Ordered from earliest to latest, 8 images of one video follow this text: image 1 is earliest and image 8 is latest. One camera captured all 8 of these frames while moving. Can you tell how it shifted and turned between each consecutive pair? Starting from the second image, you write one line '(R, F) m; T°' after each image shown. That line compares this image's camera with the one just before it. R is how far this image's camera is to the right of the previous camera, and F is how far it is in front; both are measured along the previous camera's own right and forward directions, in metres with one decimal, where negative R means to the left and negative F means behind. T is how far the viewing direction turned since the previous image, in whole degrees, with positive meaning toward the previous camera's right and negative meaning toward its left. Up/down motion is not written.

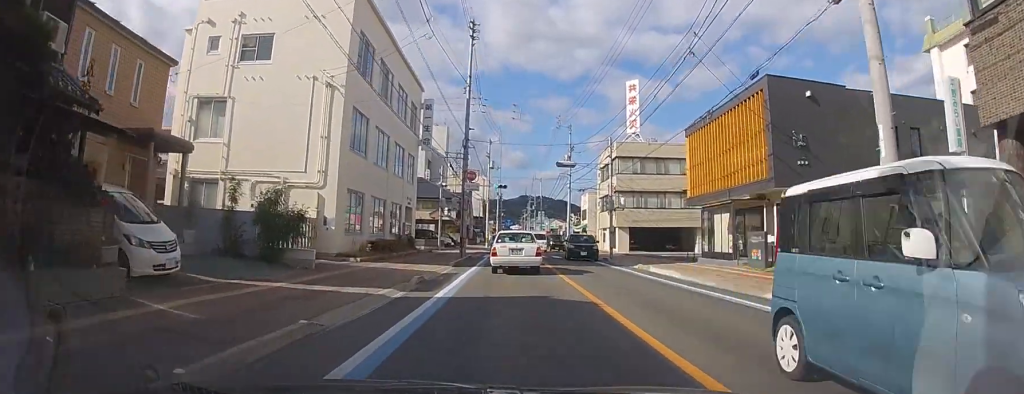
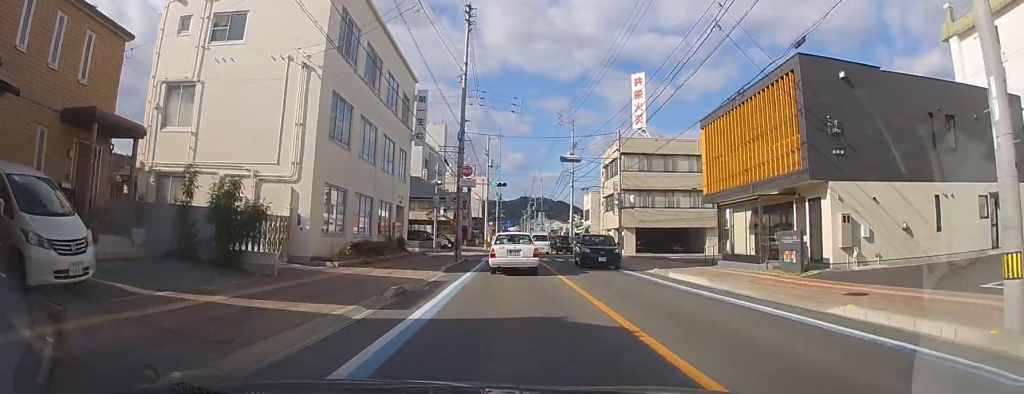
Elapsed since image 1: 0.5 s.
(-0.1, +3.0) m; -1°
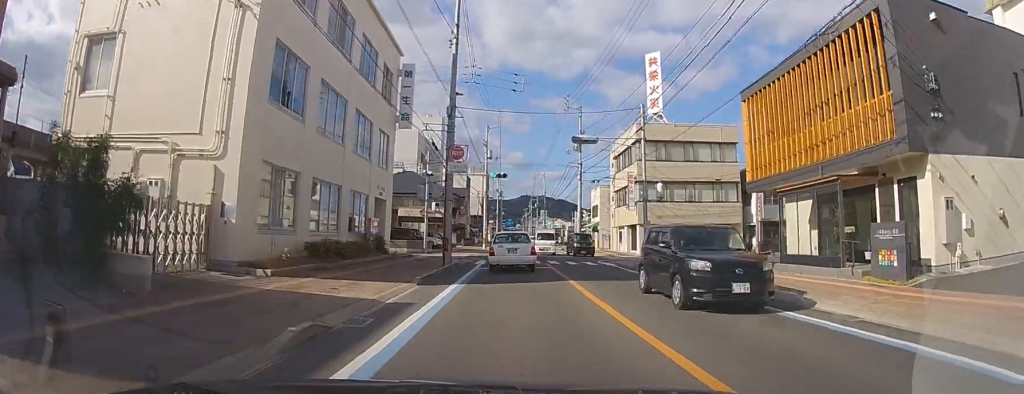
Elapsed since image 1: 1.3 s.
(-0.1, +5.6) m; -1°
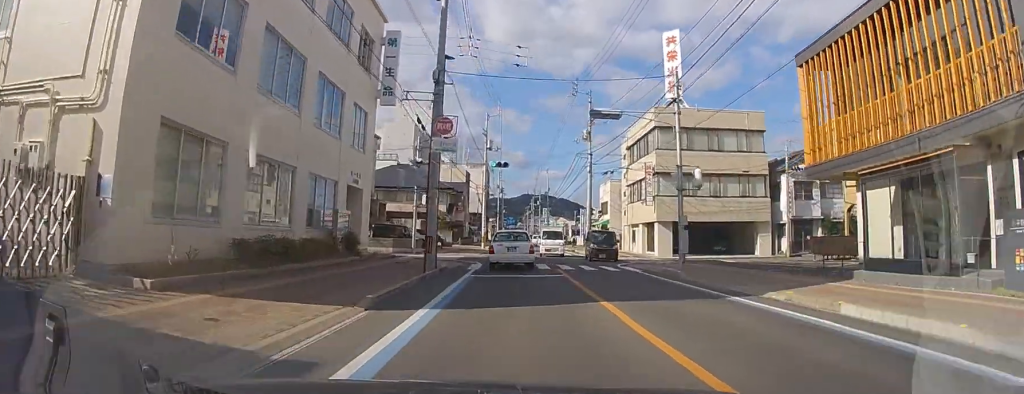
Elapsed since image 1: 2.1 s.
(0.0, +5.4) m; +1°
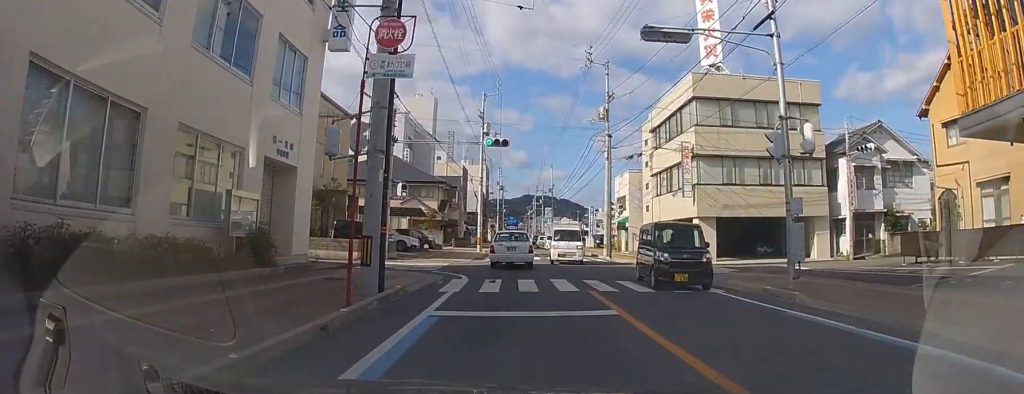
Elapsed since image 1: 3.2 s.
(+0.1, +8.1) m; +1°
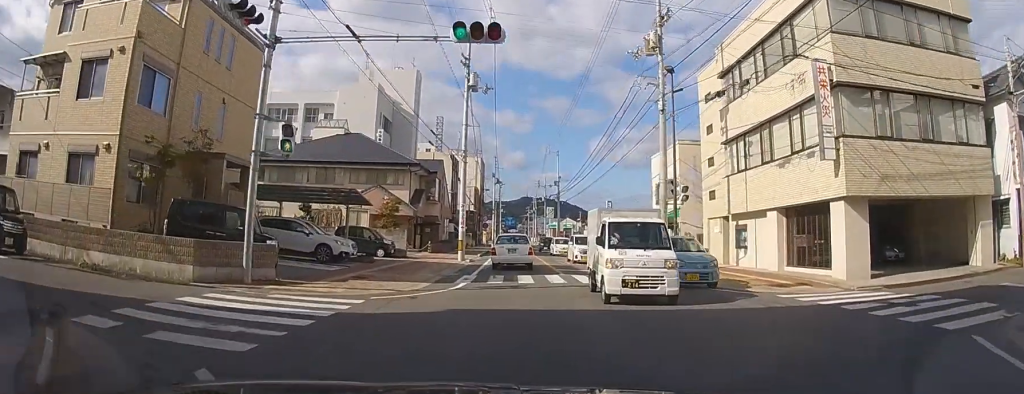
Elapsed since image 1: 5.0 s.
(+0.2, +13.9) m; +1°
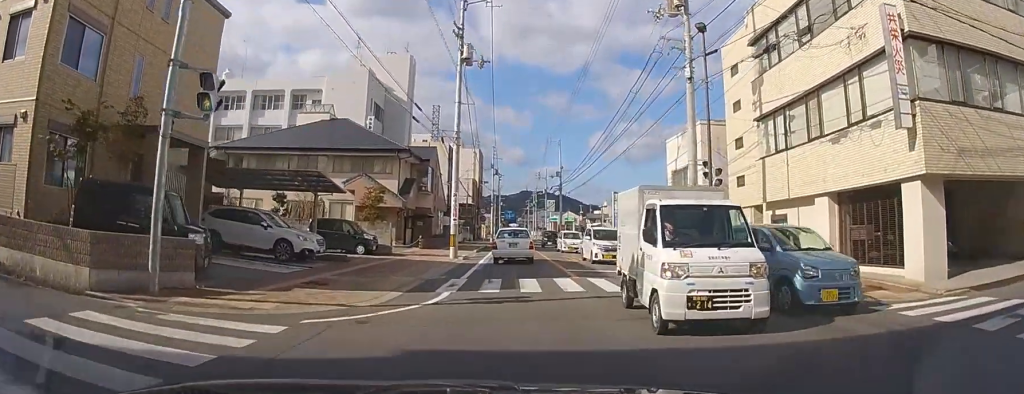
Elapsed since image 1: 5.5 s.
(0.0, +3.9) m; 0°
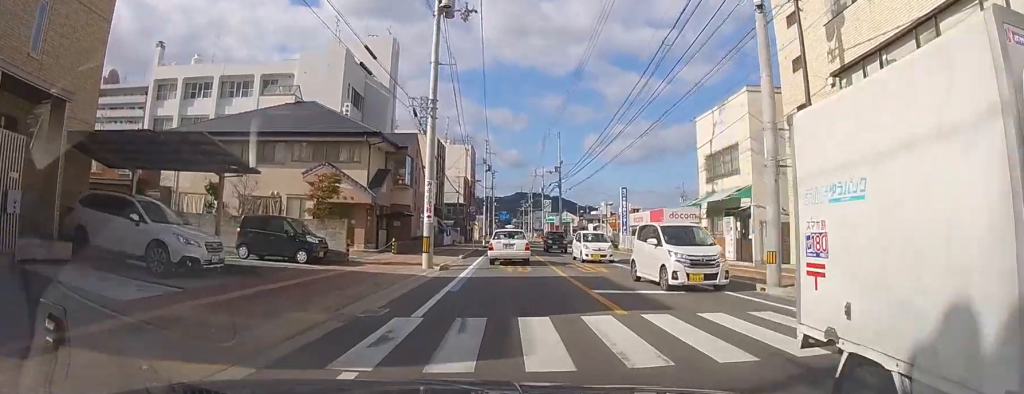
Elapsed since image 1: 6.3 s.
(0.0, +6.3) m; 0°
